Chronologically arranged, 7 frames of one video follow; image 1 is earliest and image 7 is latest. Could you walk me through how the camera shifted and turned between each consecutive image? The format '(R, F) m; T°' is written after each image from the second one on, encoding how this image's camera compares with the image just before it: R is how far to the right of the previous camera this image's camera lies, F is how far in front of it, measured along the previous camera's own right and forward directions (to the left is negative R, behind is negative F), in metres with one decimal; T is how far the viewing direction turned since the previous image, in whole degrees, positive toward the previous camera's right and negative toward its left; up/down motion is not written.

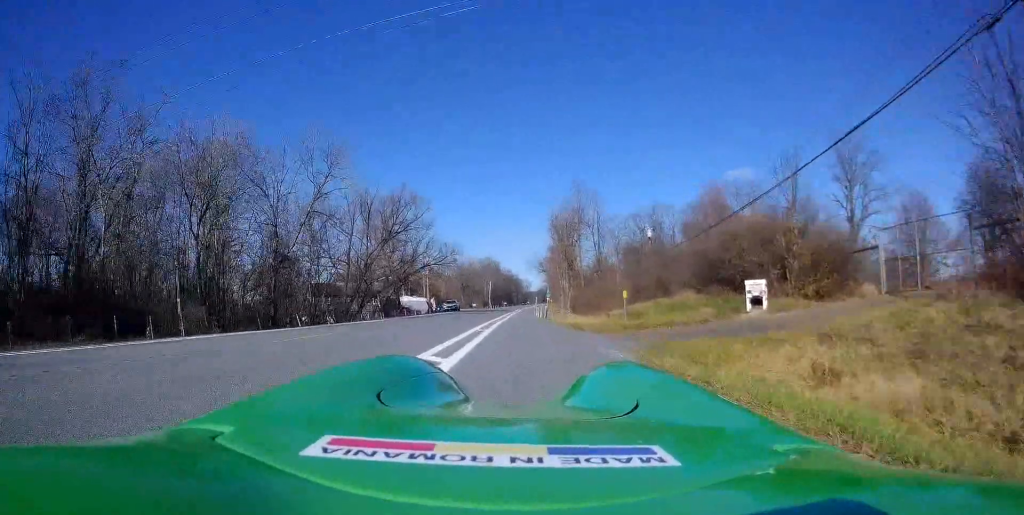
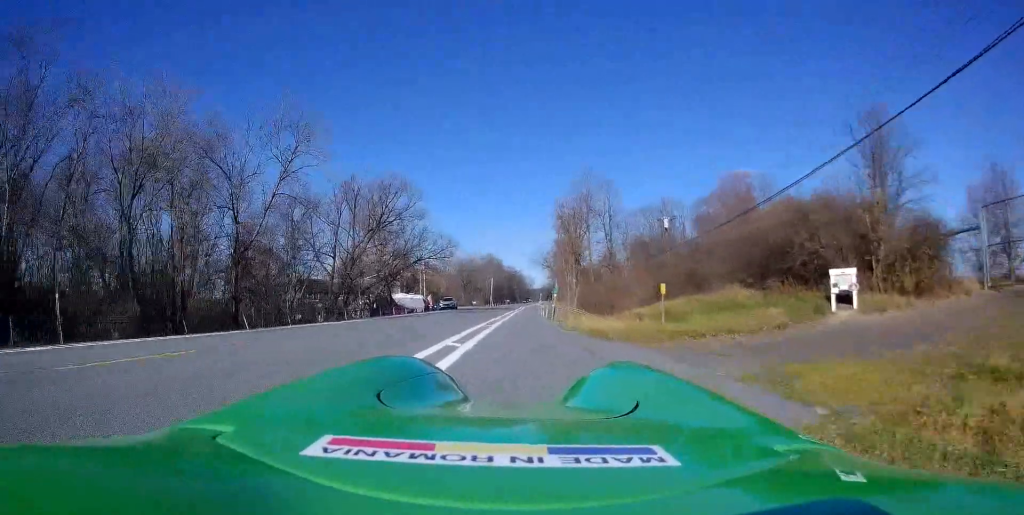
(+0.2, +6.4) m; +2°
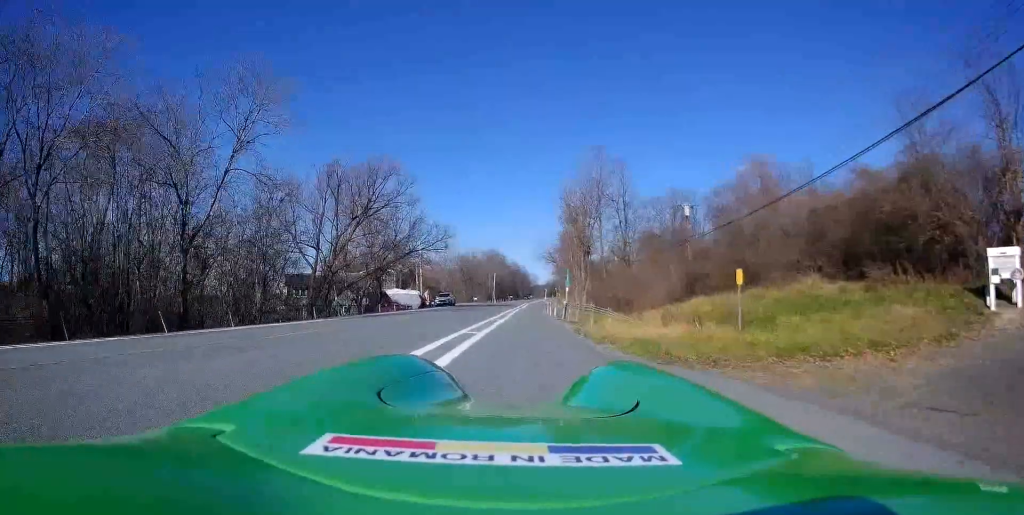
(-0.1, +6.3) m; 0°
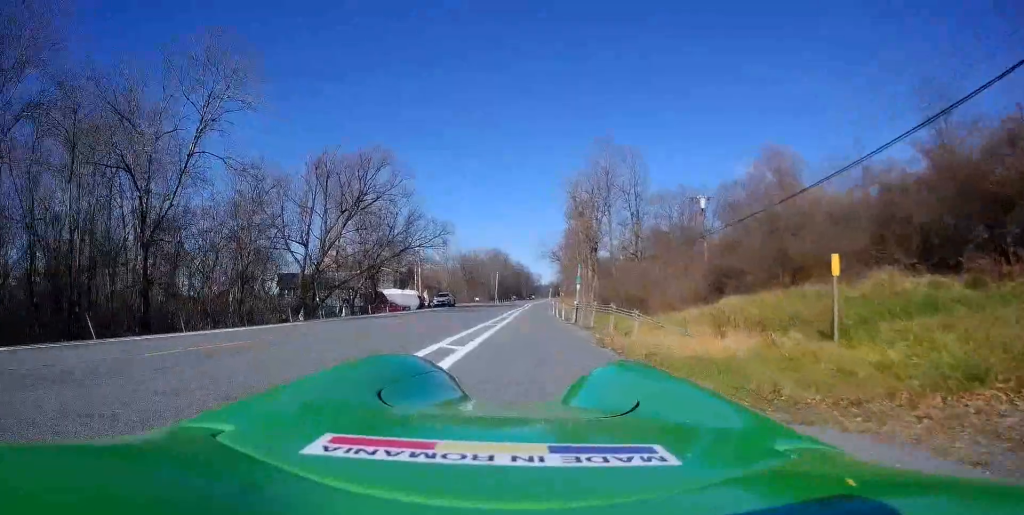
(+0.1, +3.8) m; -1°
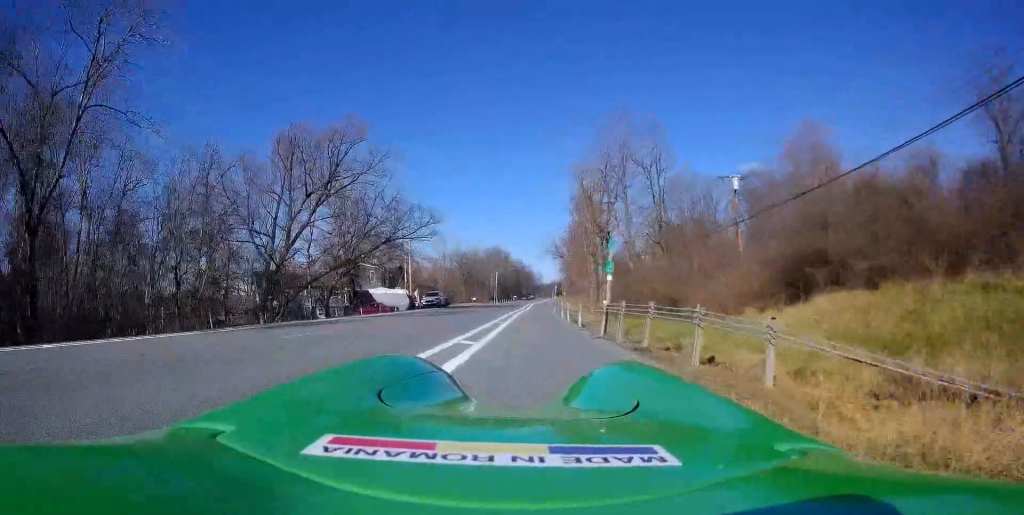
(-0.3, +7.7) m; -1°
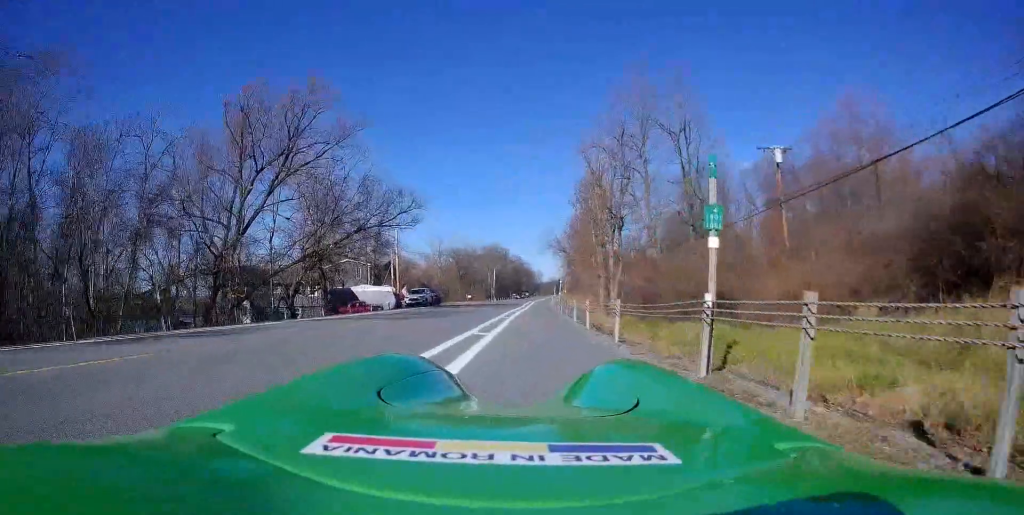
(+0.1, +7.6) m; +2°
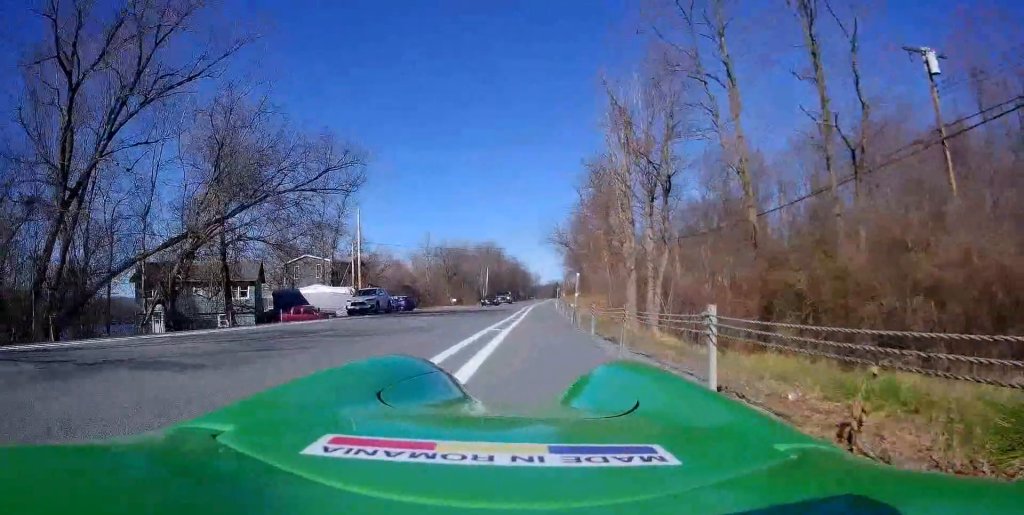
(+0.1, +15.5) m; -3°
